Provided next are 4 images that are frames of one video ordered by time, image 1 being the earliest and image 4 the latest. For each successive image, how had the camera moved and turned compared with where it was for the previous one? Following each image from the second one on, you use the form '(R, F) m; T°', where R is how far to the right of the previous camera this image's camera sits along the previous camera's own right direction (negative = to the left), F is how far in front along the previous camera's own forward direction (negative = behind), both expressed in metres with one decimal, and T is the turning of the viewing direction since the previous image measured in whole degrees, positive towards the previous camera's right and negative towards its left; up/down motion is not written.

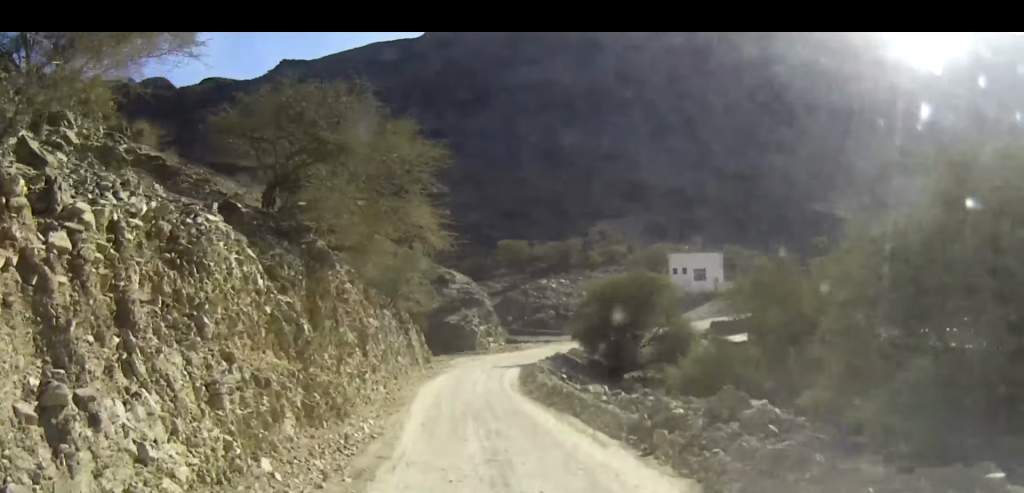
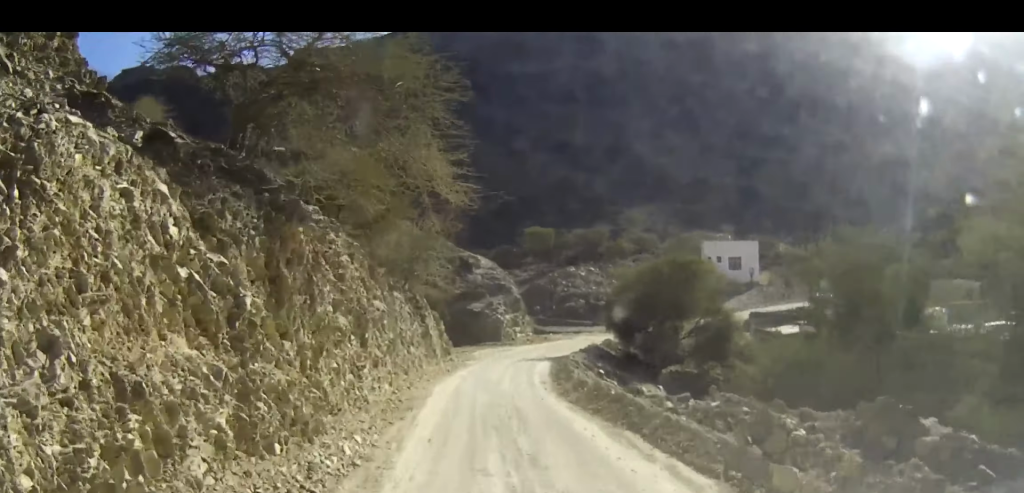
(-0.1, +3.7) m; -3°
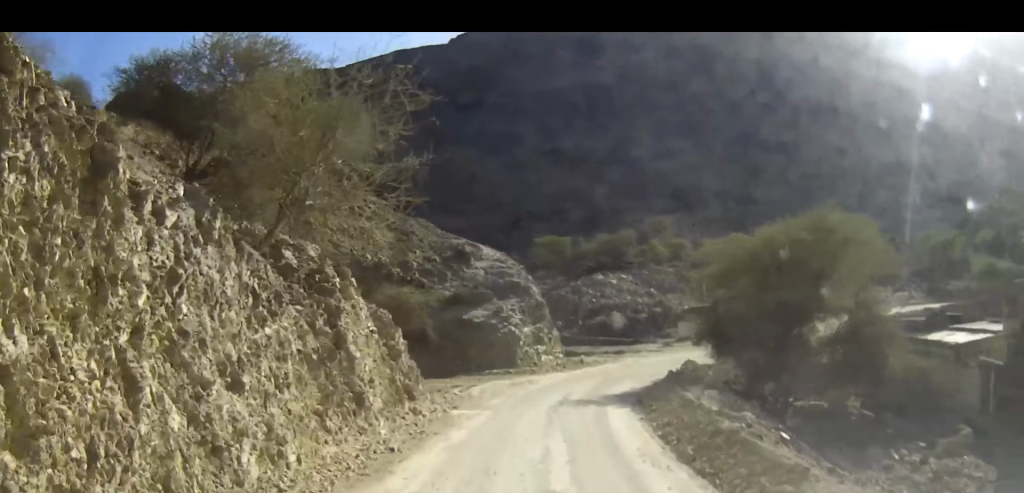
(-0.7, +16.5) m; -2°
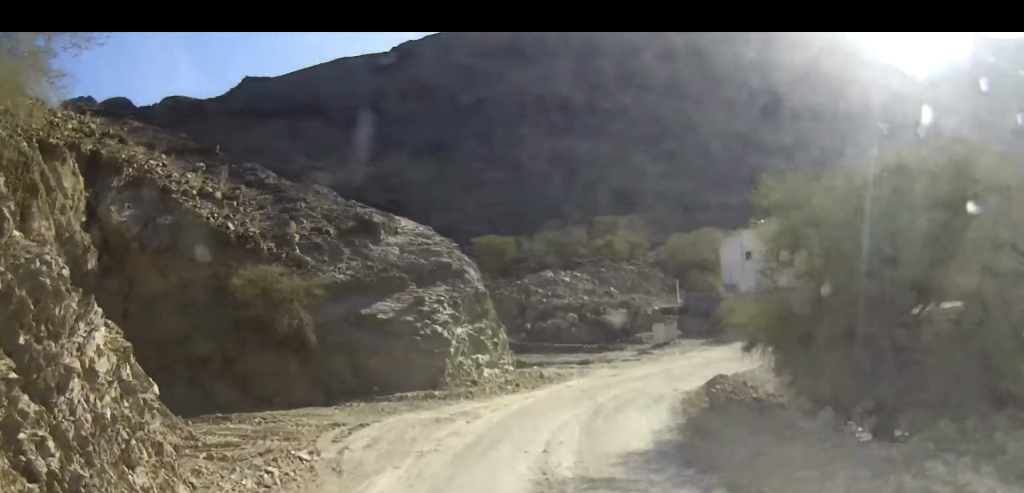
(+0.3, +11.0) m; +4°
